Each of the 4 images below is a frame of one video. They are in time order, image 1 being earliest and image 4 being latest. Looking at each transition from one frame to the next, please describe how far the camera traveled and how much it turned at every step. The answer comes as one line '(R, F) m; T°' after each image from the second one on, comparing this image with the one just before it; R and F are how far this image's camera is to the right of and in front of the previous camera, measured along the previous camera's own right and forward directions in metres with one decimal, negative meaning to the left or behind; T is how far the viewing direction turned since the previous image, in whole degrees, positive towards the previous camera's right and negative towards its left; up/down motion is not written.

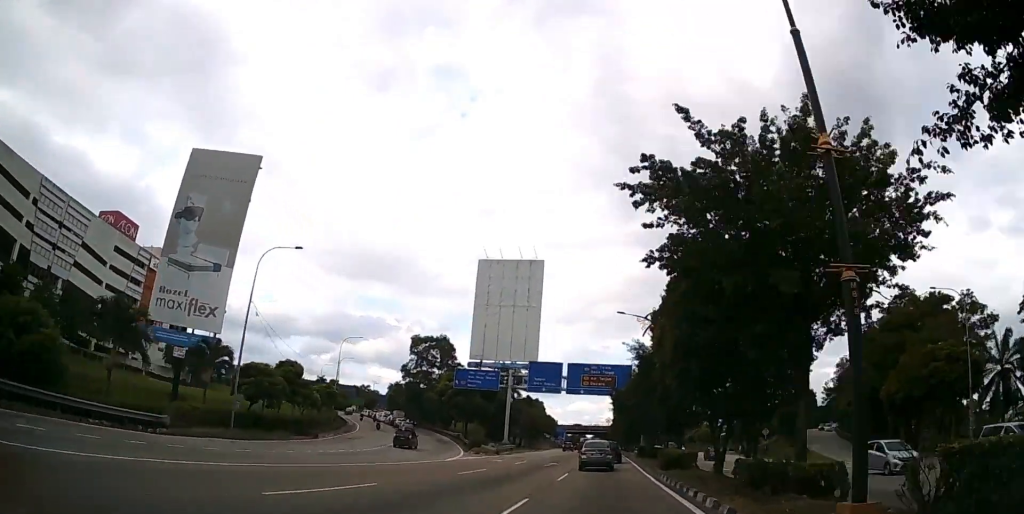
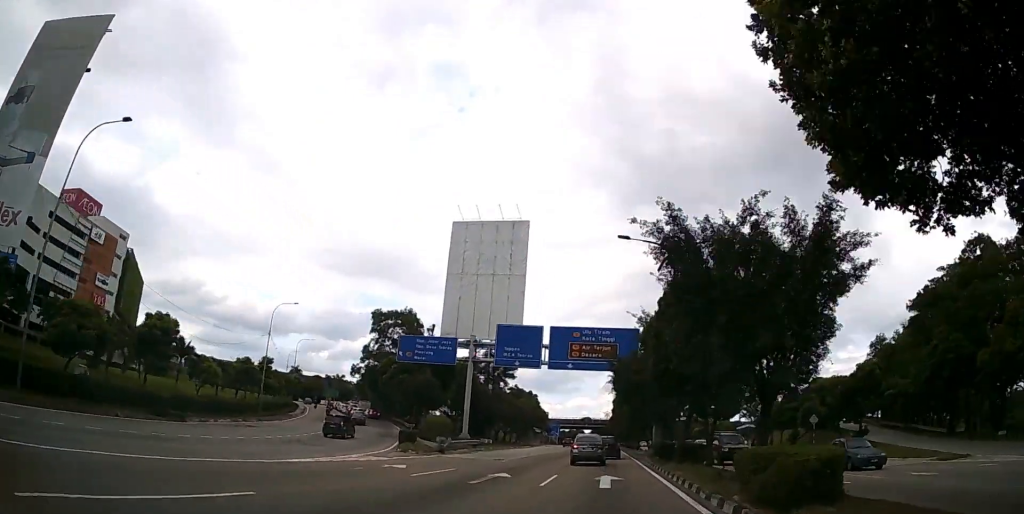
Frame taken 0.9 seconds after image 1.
(0.0, +17.5) m; 0°
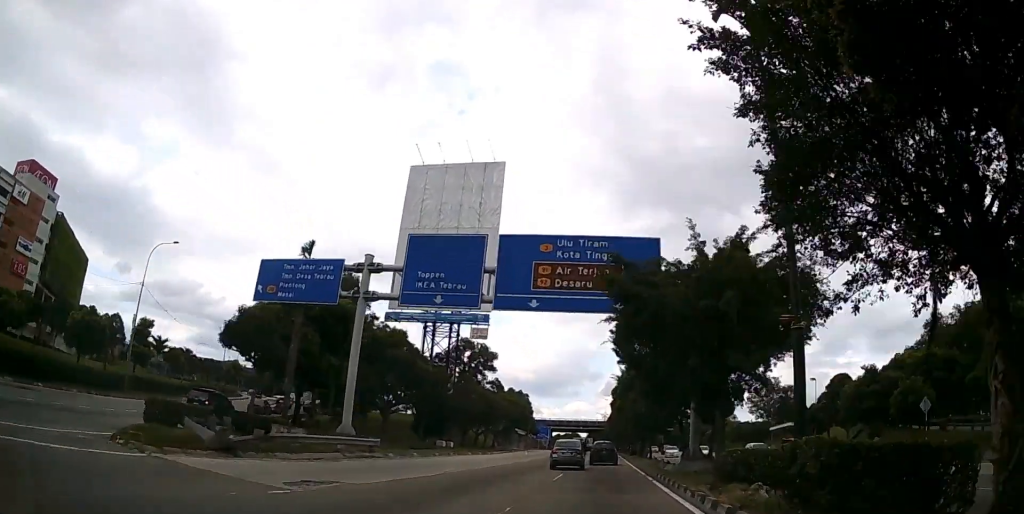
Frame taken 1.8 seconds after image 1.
(0.0, +19.6) m; 0°
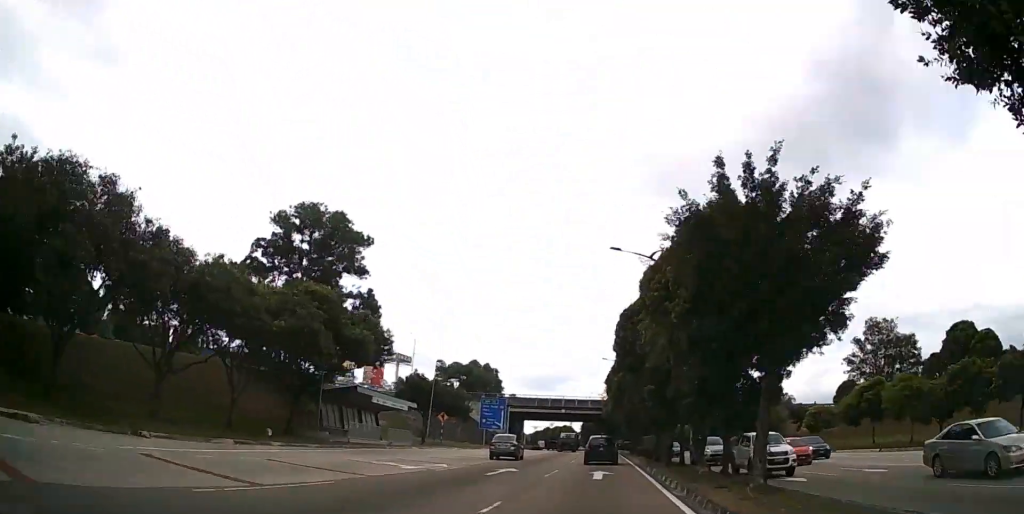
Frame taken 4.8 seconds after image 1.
(+0.2, +60.7) m; 0°
